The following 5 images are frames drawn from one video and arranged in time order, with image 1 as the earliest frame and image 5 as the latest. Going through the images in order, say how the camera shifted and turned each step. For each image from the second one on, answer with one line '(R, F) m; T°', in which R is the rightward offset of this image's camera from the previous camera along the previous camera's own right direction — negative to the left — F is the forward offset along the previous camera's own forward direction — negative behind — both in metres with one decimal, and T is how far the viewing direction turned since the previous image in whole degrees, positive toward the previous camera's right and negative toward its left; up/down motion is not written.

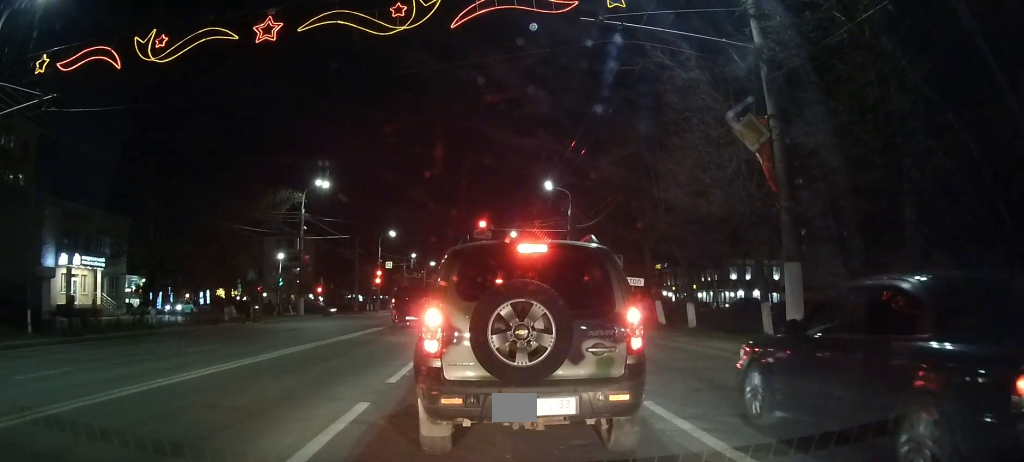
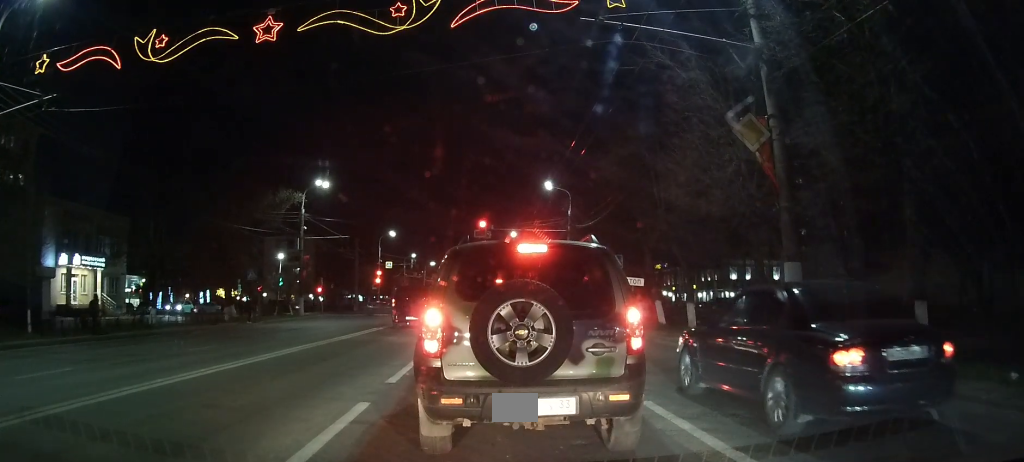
(0.0, 0.0) m; 0°
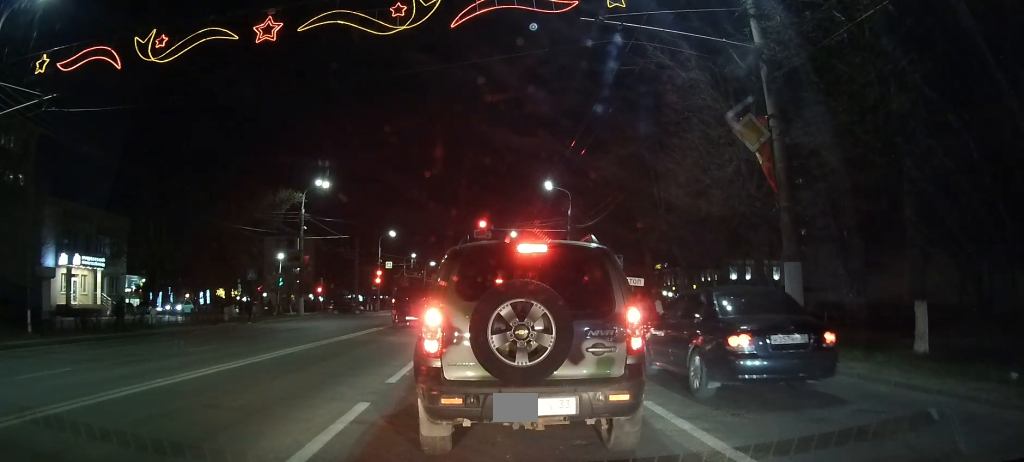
(0.0, 0.0) m; 0°
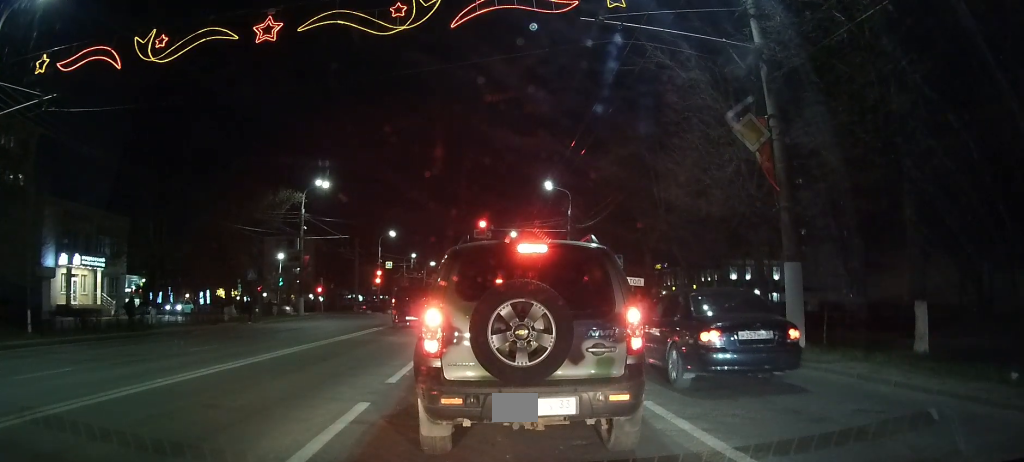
(0.0, 0.0) m; 0°
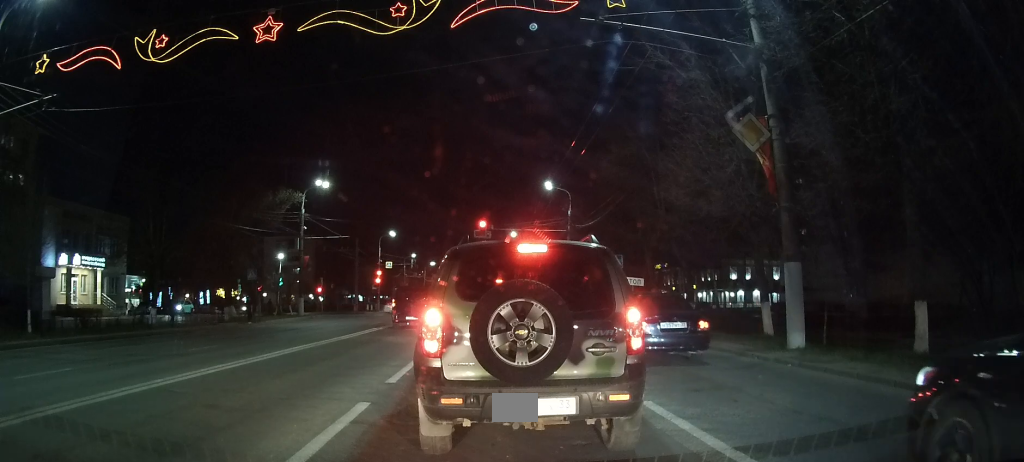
(0.0, 0.0) m; 0°
